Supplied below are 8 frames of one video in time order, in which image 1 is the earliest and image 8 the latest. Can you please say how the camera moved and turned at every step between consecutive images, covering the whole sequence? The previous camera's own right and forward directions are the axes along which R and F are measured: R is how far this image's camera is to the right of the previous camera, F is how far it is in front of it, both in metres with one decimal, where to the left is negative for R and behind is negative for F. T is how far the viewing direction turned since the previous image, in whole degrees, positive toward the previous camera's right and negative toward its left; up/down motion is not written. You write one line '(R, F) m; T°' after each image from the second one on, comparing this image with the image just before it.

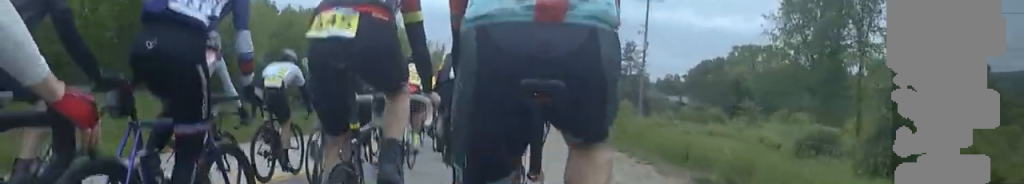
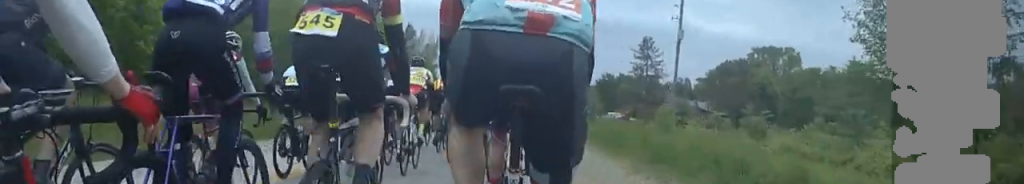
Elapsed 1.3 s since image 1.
(+0.2, +12.5) m; 0°
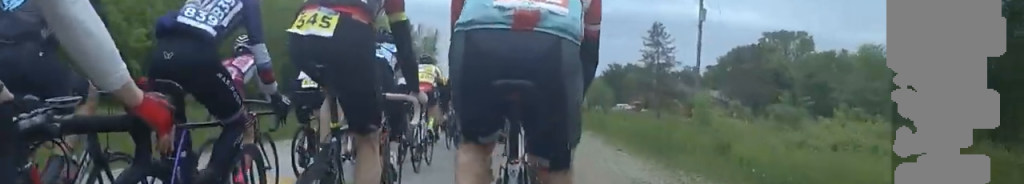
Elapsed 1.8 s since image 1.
(+0.2, +5.3) m; -1°
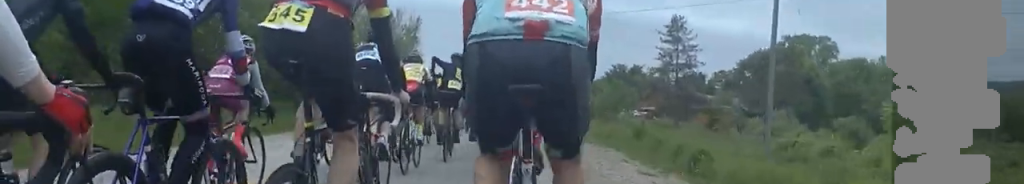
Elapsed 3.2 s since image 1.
(-1.1, +13.7) m; -1°
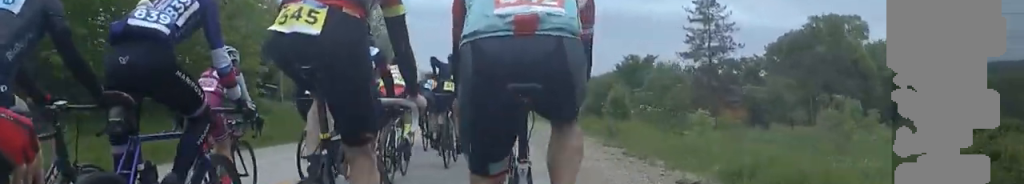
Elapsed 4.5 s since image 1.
(+0.9, +12.7) m; +2°
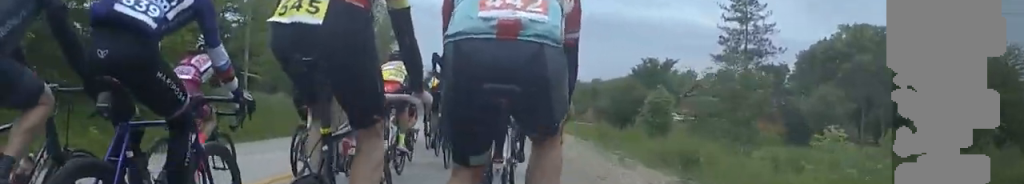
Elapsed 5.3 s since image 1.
(-0.5, +7.7) m; 0°
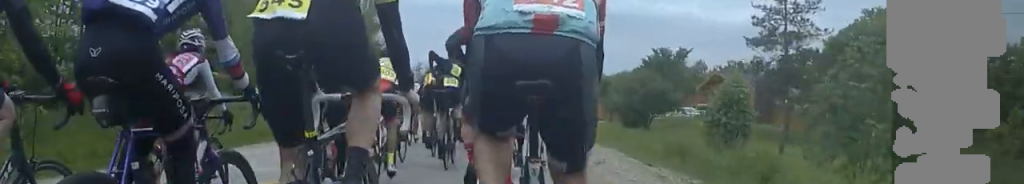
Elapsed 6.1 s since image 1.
(+0.1, +8.4) m; 0°
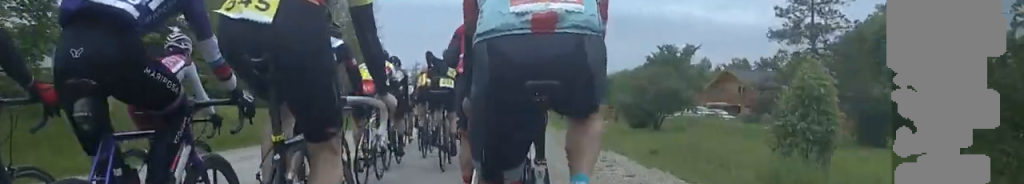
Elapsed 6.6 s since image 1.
(+0.5, +4.7) m; 0°
